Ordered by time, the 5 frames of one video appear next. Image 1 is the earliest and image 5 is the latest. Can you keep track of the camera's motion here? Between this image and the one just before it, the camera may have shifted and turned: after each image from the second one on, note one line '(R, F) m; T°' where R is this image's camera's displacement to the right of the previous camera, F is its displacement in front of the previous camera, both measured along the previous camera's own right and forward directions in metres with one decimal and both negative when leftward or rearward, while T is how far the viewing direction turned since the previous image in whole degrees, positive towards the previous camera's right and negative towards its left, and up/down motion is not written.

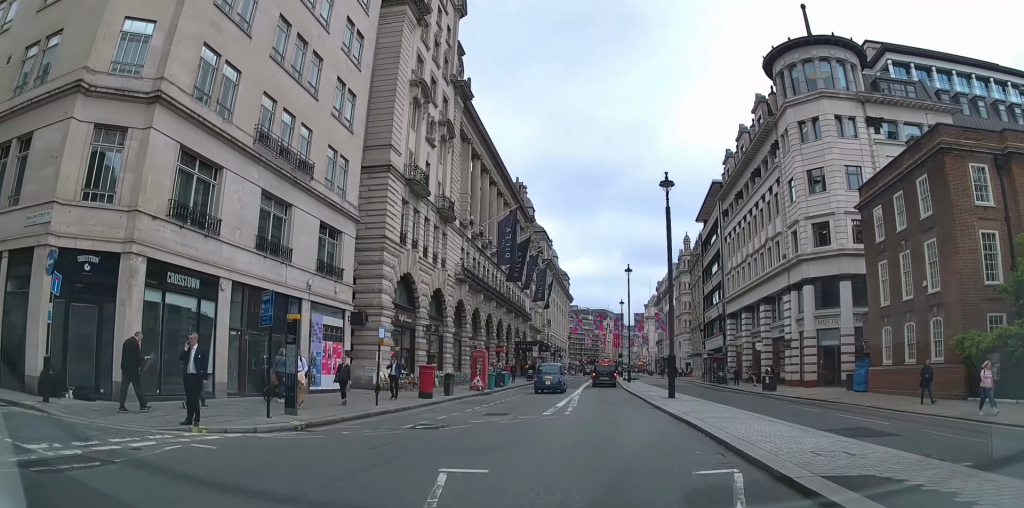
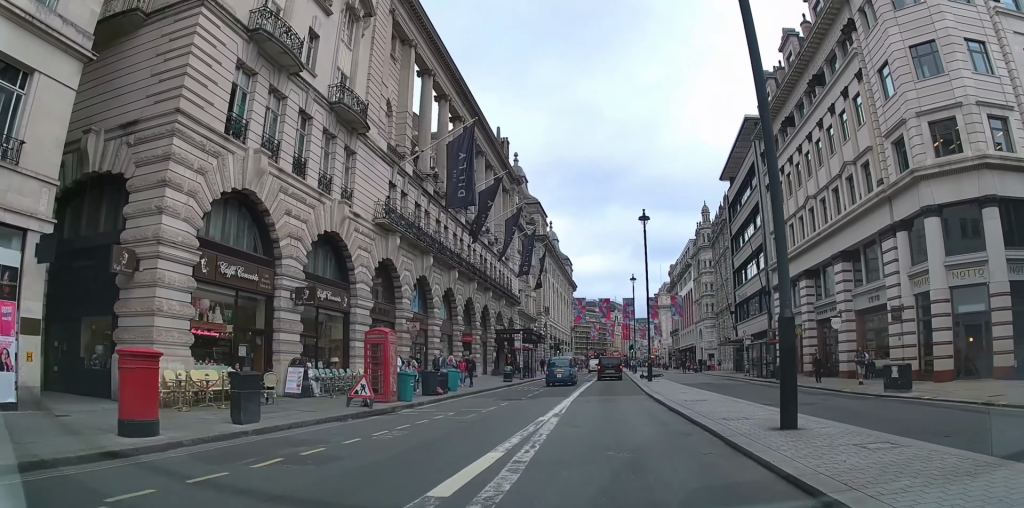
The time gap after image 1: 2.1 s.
(-0.8, +17.8) m; -4°
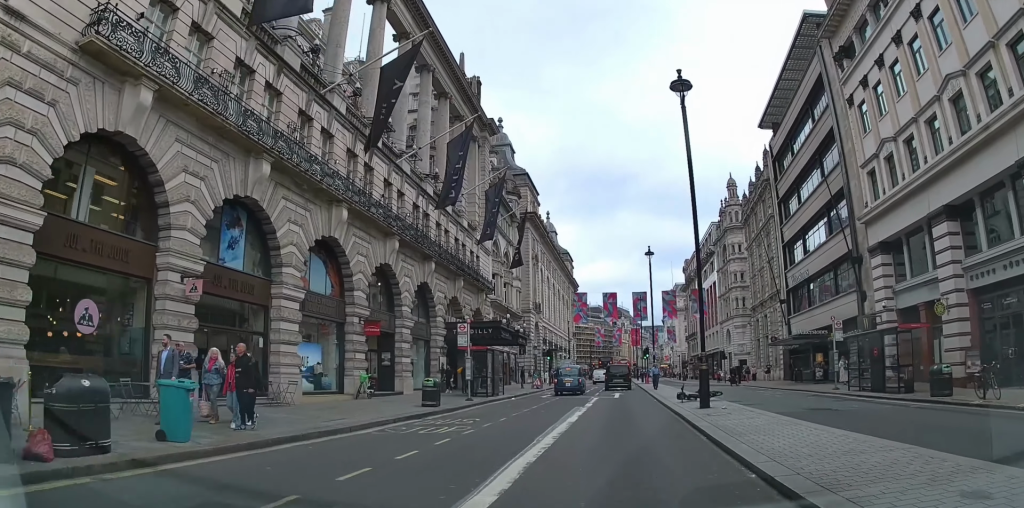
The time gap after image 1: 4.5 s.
(+0.8, +19.2) m; +5°
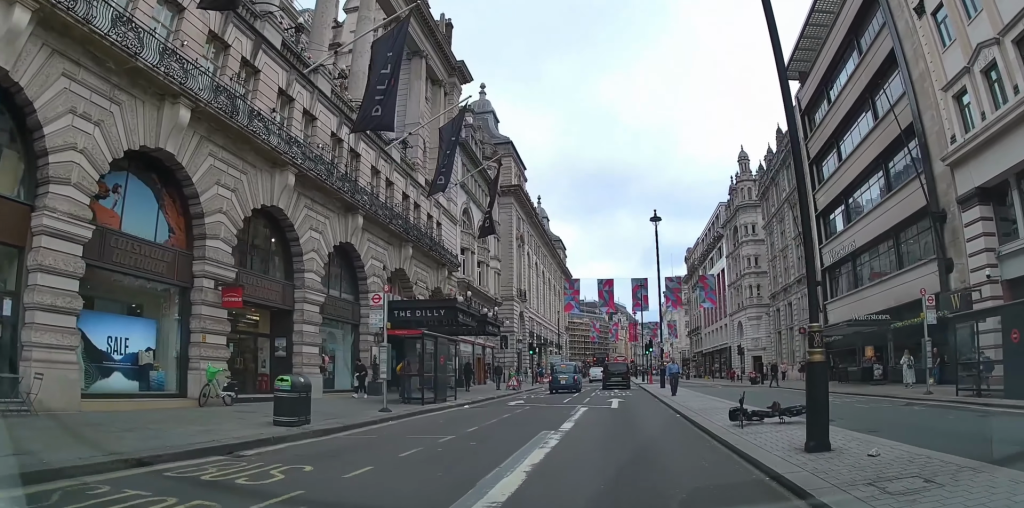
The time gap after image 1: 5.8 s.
(+0.1, +9.4) m; -2°
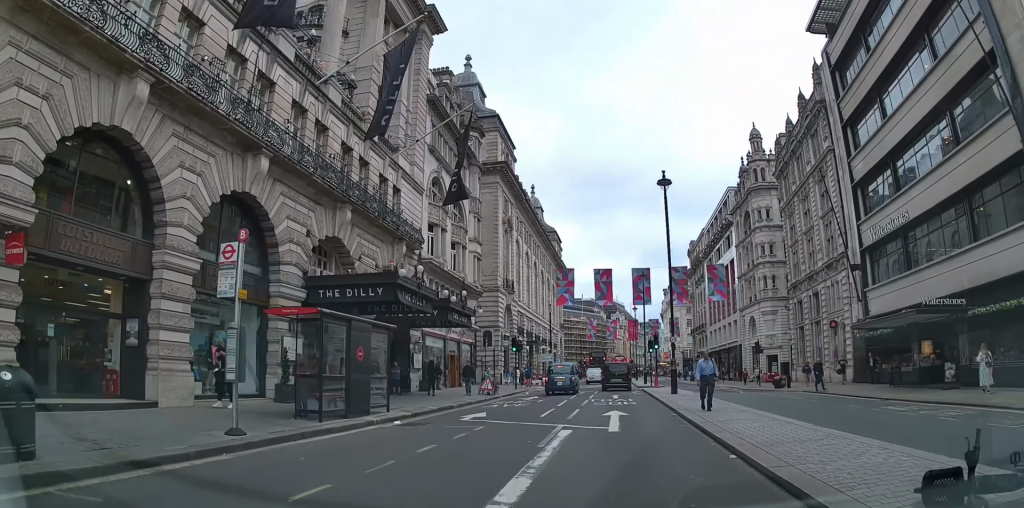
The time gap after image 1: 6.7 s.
(-0.3, +7.3) m; -3°
